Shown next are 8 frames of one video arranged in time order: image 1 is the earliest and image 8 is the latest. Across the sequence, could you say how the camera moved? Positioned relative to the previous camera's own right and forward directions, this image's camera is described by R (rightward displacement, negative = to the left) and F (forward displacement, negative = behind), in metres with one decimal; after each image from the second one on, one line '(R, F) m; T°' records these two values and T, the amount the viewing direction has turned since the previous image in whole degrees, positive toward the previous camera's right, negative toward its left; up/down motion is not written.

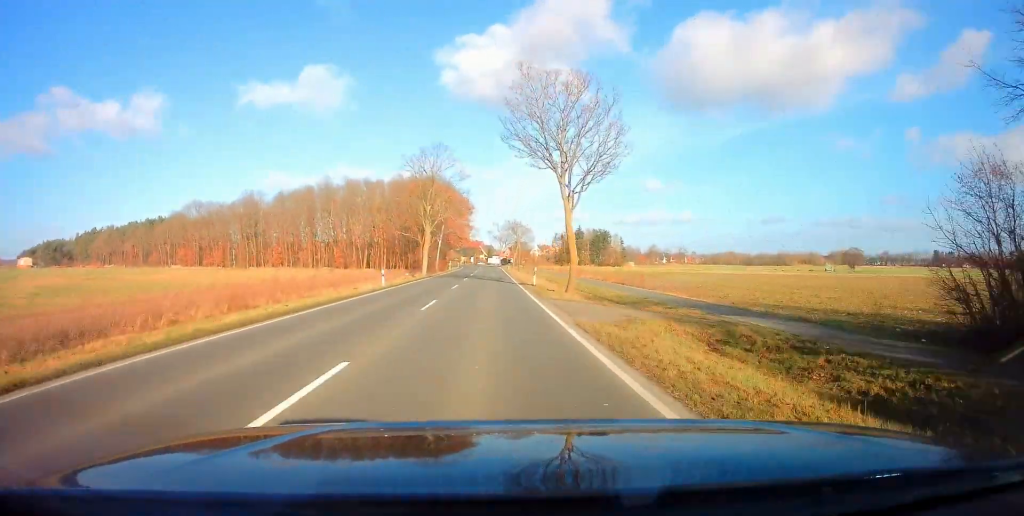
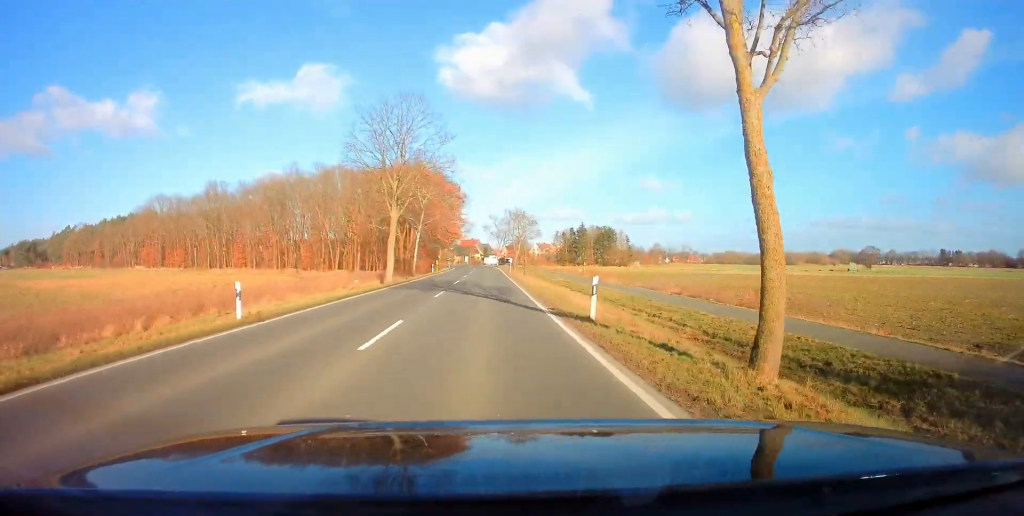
(0.0, +19.2) m; 0°
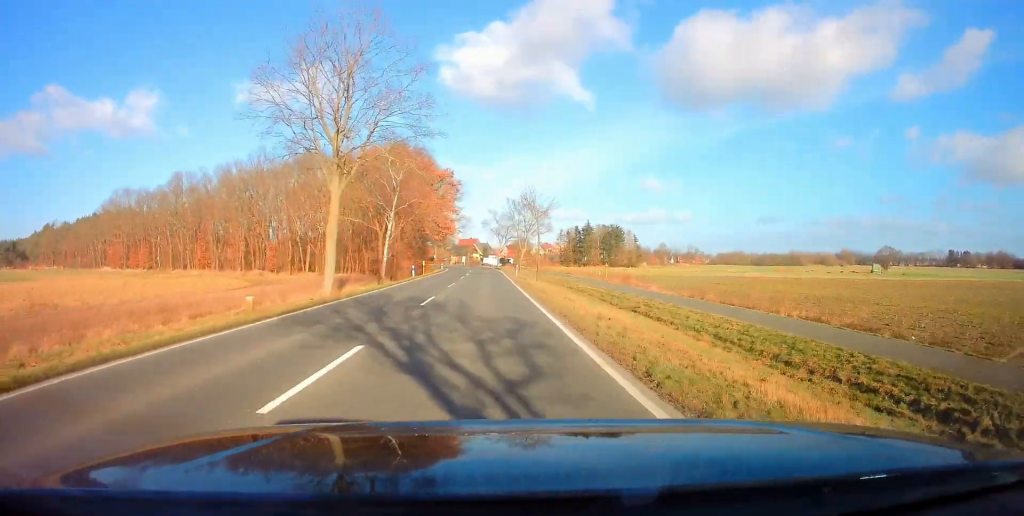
(0.0, +15.8) m; 0°
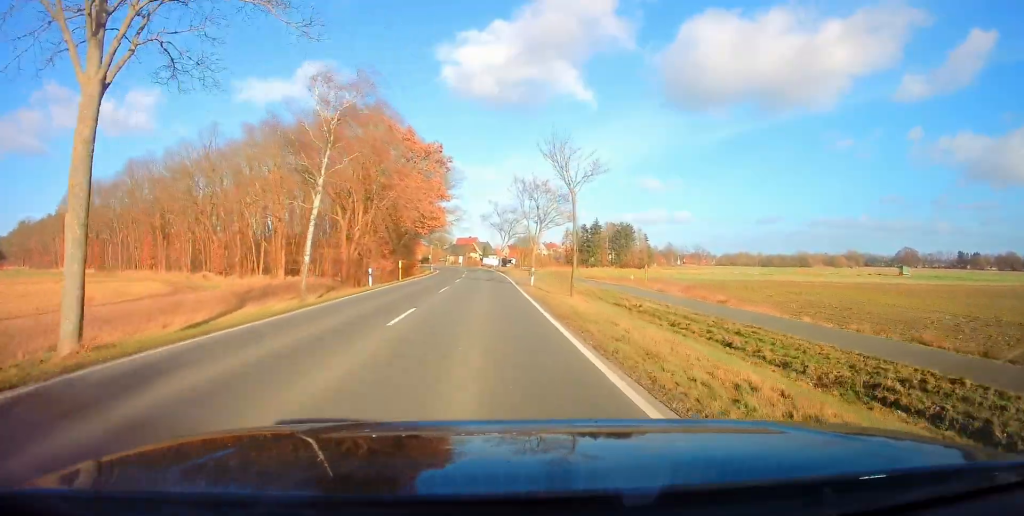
(0.0, +17.3) m; 0°
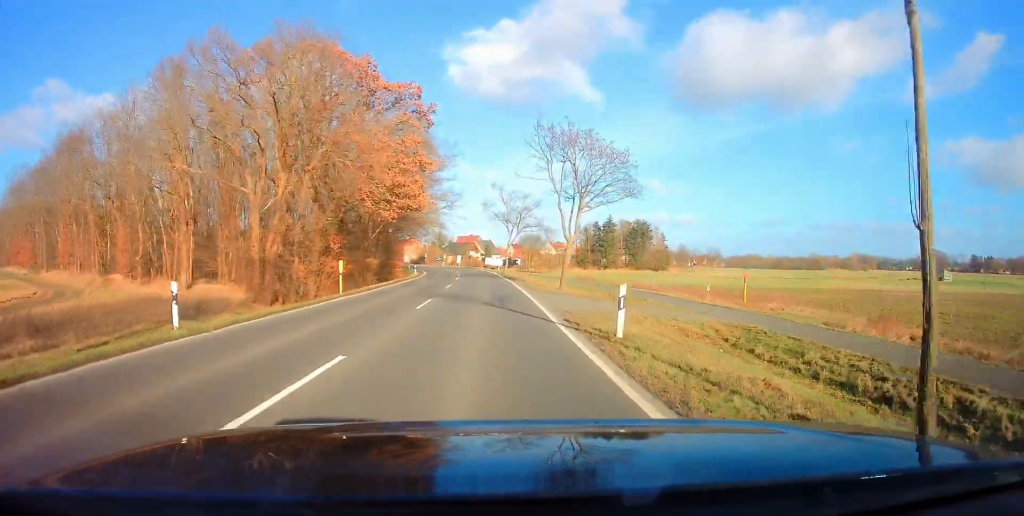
(0.0, +20.0) m; -1°
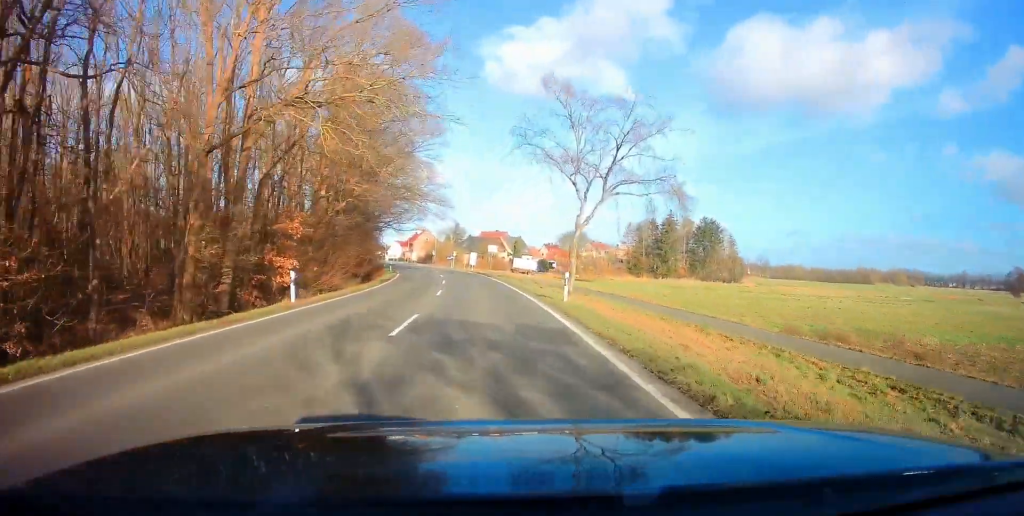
(-0.6, +42.7) m; -3°
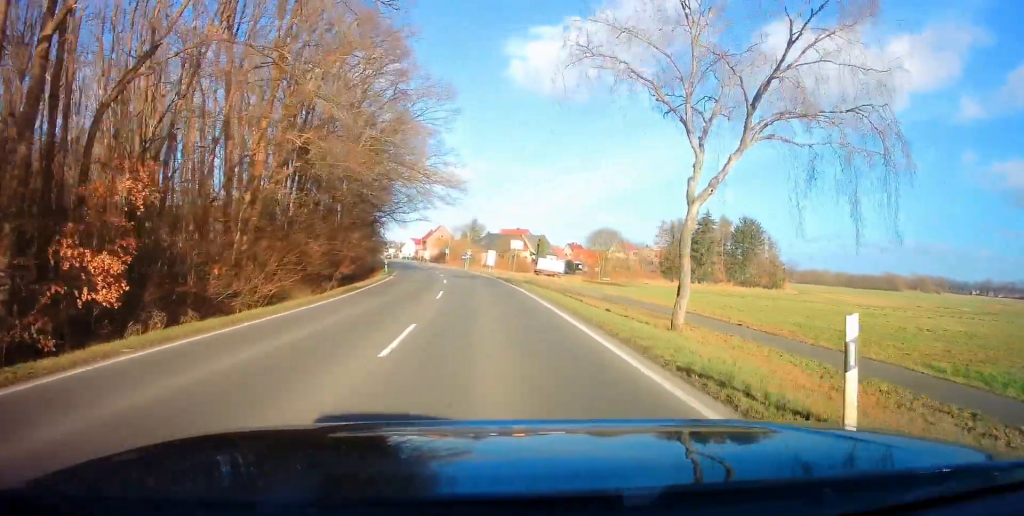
(-0.4, +14.3) m; -2°
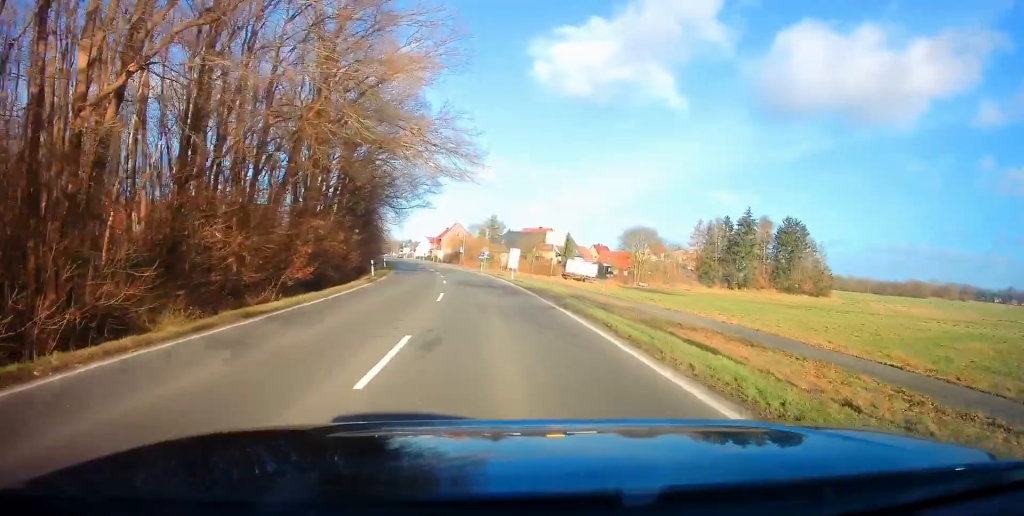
(-0.2, +14.1) m; -2°
